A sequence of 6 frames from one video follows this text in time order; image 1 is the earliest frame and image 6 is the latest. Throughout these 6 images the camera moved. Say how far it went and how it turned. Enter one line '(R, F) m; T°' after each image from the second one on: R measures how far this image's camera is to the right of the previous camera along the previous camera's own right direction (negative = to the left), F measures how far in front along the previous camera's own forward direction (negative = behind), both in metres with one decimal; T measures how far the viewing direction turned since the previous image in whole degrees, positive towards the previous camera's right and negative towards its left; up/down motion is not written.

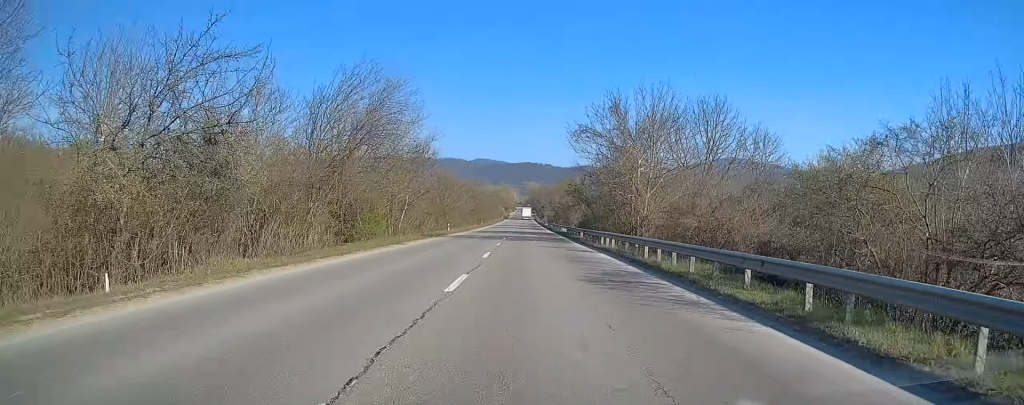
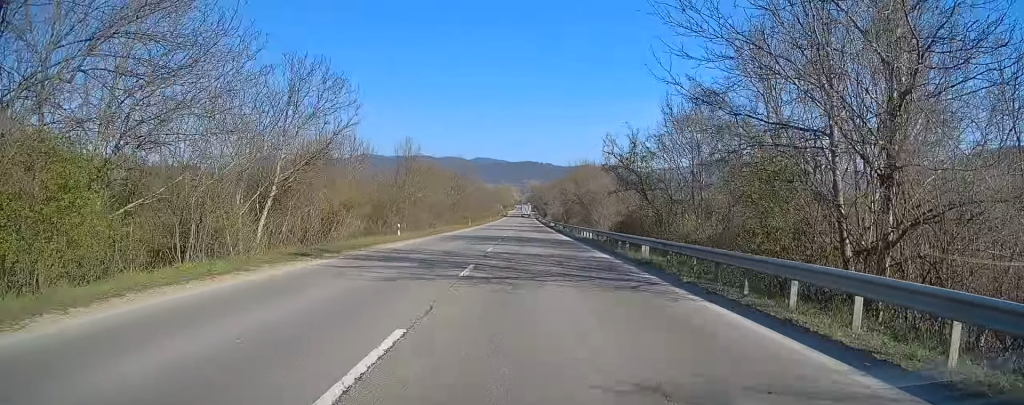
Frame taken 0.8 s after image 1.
(+0.3, +24.2) m; 0°
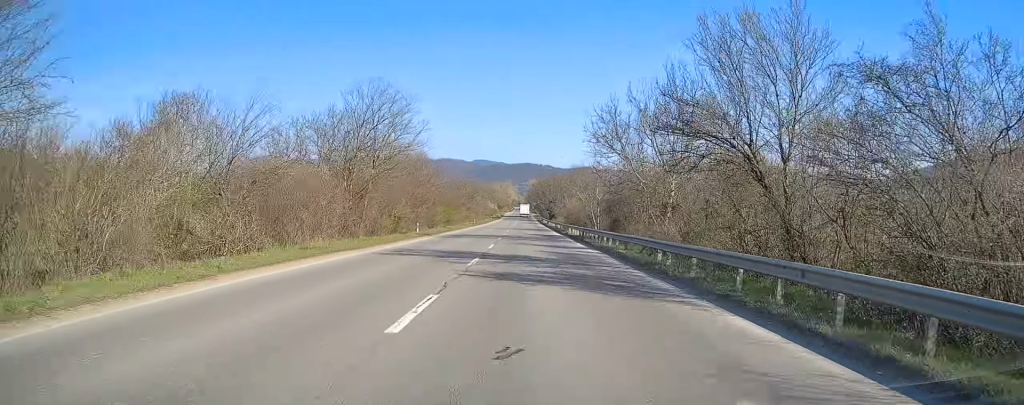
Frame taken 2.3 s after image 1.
(-0.3, +41.6) m; 0°
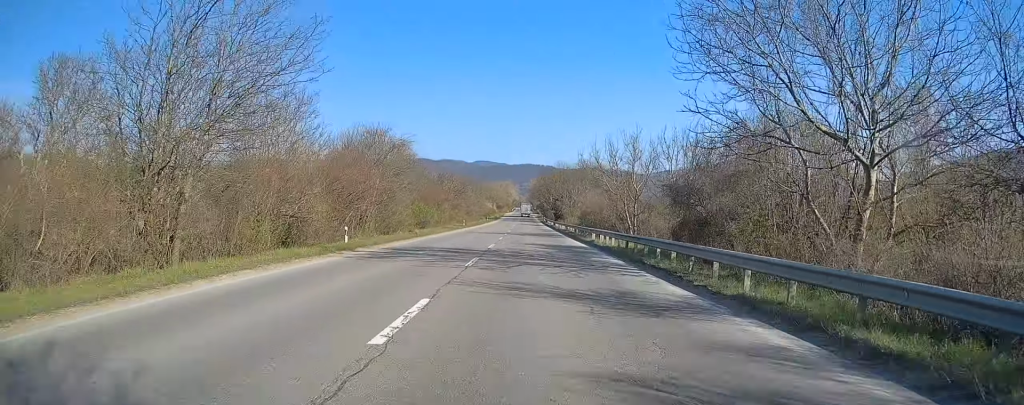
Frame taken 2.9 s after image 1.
(+0.3, +18.4) m; 0°
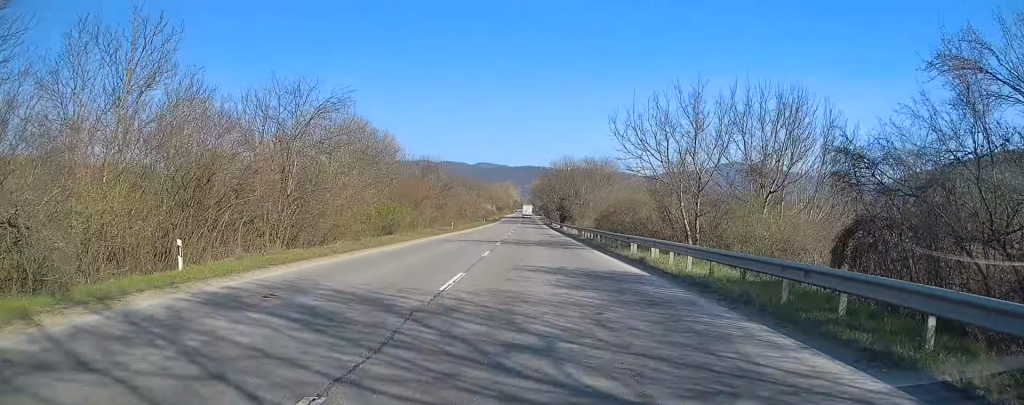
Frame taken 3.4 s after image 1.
(+0.1, +13.6) m; 0°
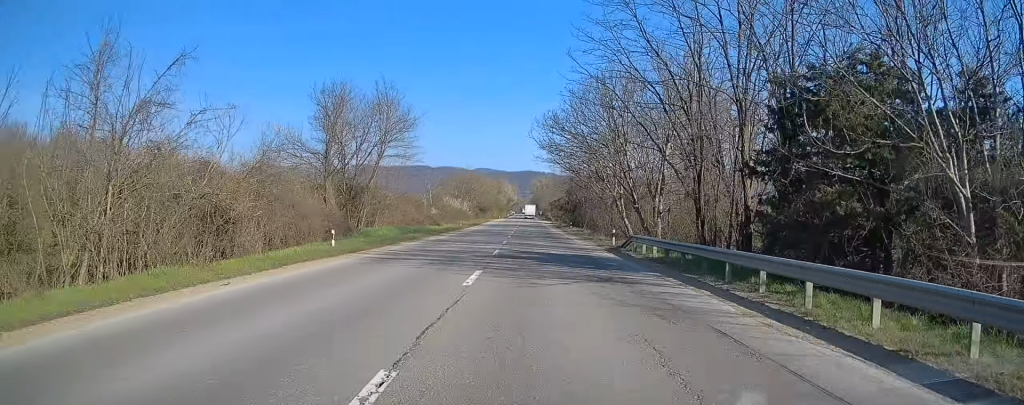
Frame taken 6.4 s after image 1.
(-1.0, +88.5) m; 0°
